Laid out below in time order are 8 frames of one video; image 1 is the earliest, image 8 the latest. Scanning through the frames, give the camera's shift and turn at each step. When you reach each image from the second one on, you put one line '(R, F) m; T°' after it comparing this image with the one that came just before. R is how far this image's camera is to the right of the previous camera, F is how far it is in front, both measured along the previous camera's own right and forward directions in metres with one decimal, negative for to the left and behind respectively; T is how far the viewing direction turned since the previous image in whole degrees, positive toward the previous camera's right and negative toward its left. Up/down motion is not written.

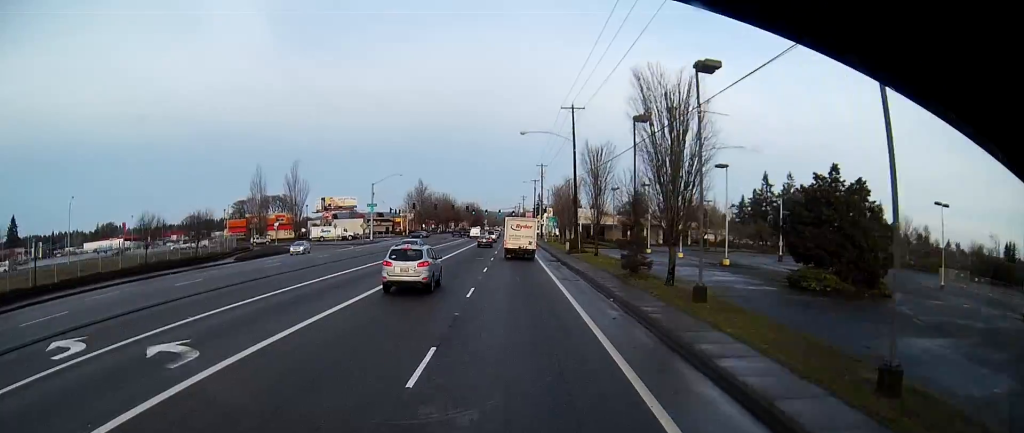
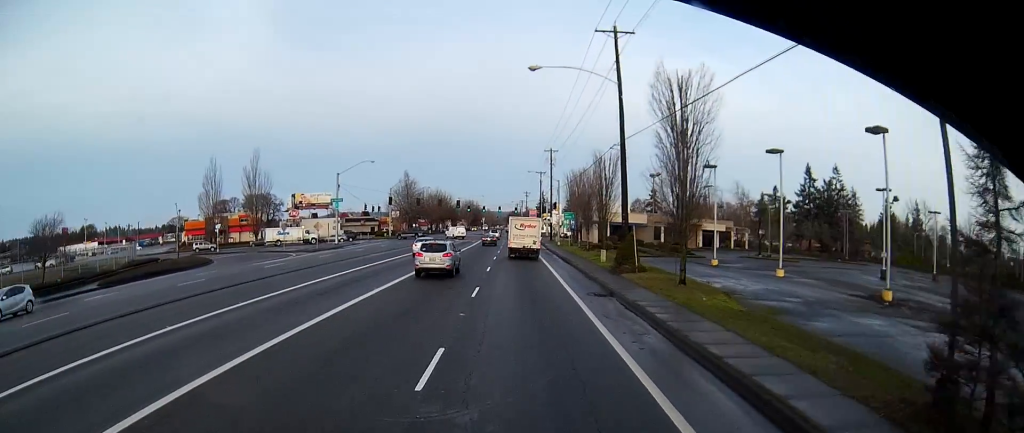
(+0.3, +24.8) m; +2°
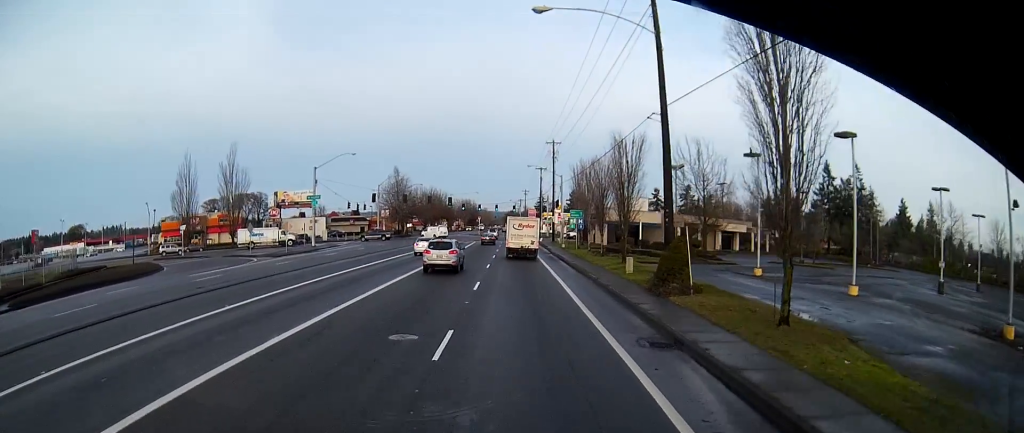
(+0.3, +9.9) m; 0°
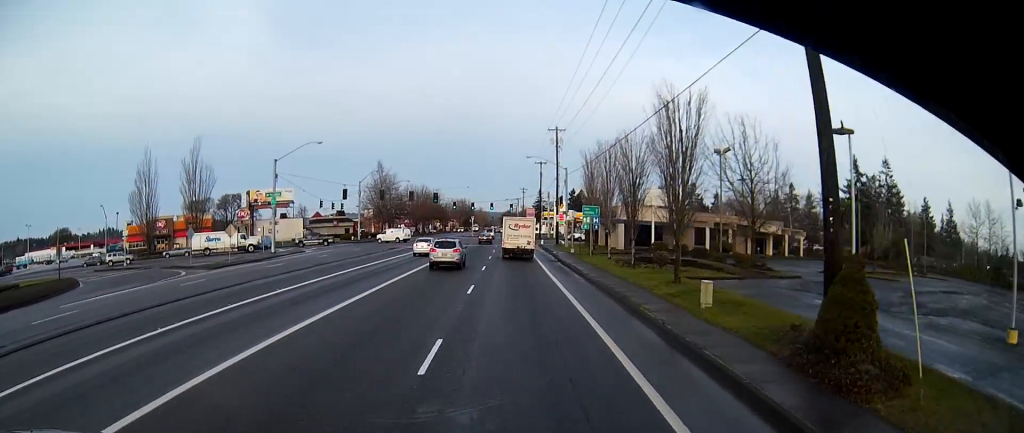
(-0.4, +13.1) m; -1°
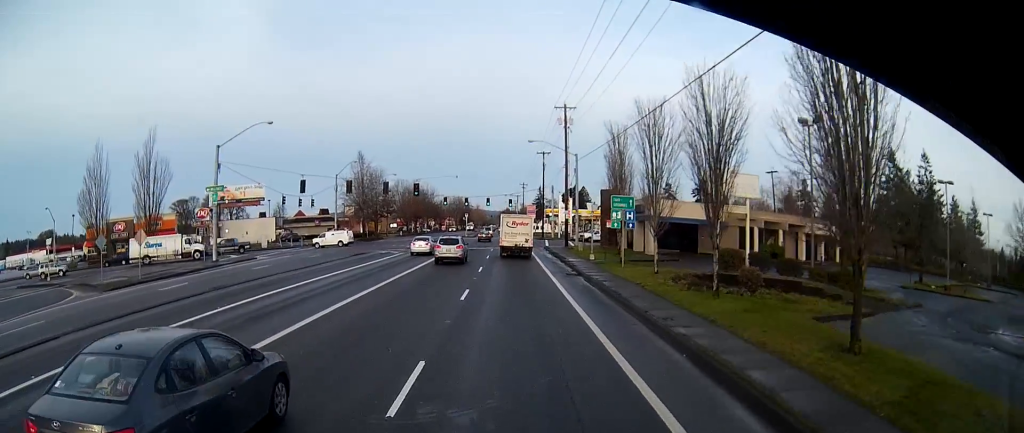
(+0.3, +14.1) m; -1°
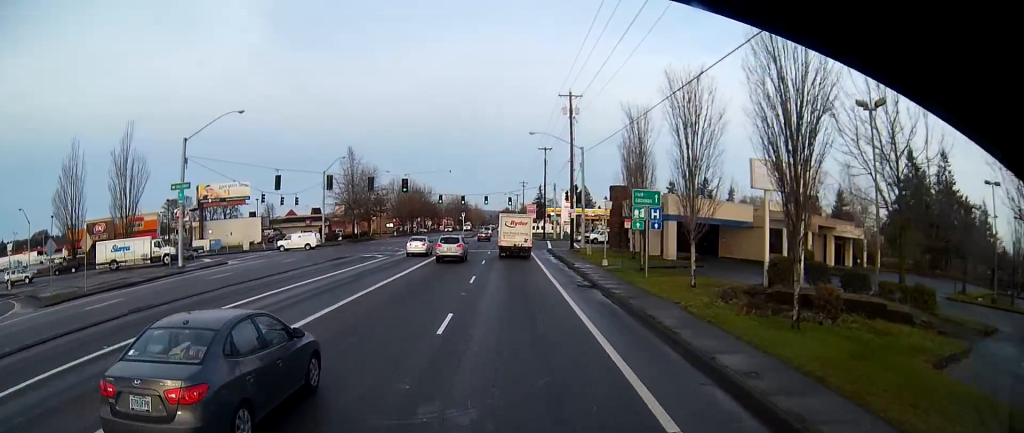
(-0.2, +6.2) m; -1°
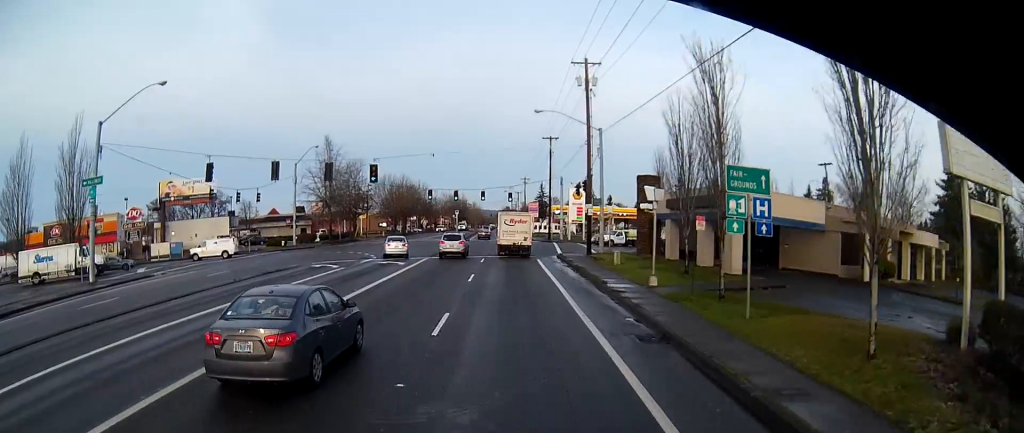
(-0.2, +12.5) m; 0°
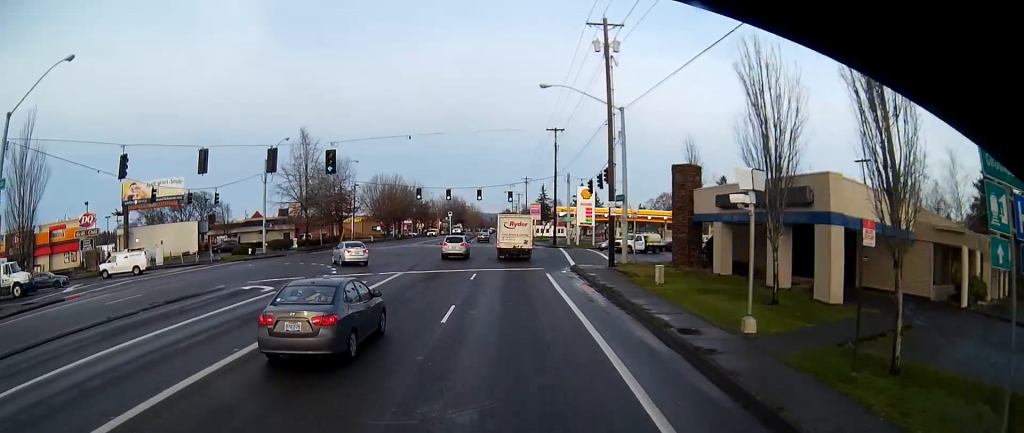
(-0.1, +10.2) m; +2°
